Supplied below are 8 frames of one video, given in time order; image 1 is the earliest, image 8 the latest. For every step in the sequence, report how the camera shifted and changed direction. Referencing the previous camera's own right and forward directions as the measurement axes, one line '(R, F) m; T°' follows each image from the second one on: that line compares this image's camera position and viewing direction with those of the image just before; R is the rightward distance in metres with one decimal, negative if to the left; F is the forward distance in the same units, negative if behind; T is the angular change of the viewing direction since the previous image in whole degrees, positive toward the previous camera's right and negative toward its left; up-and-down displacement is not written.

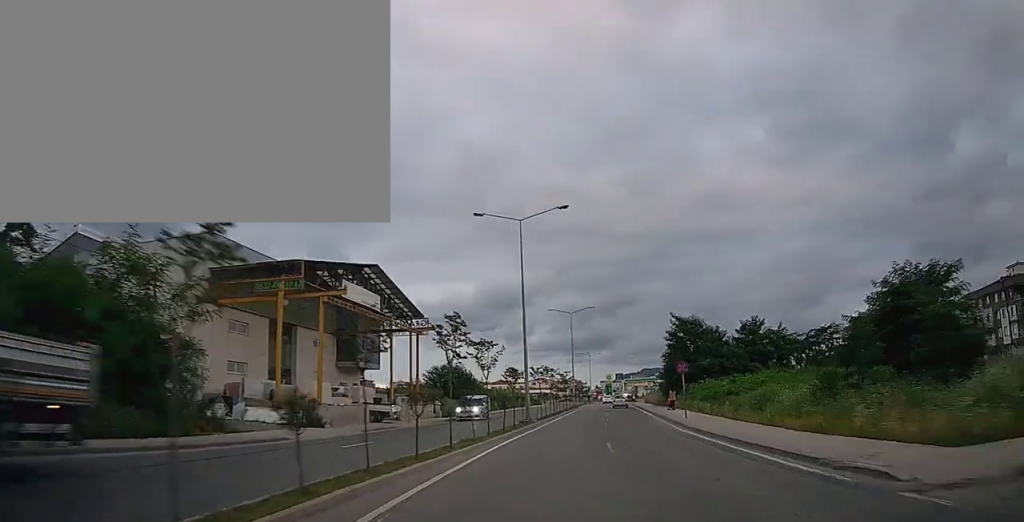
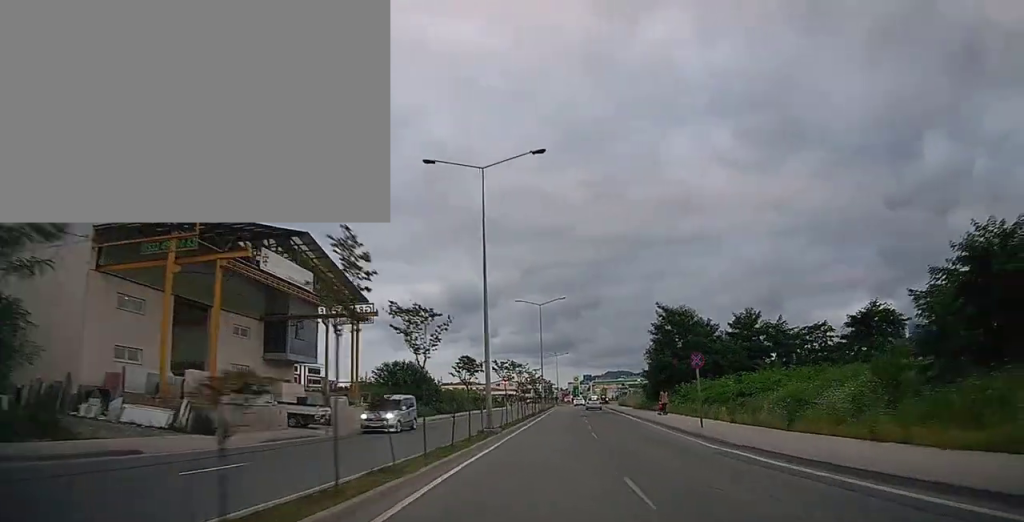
(-0.1, +7.8) m; +2°
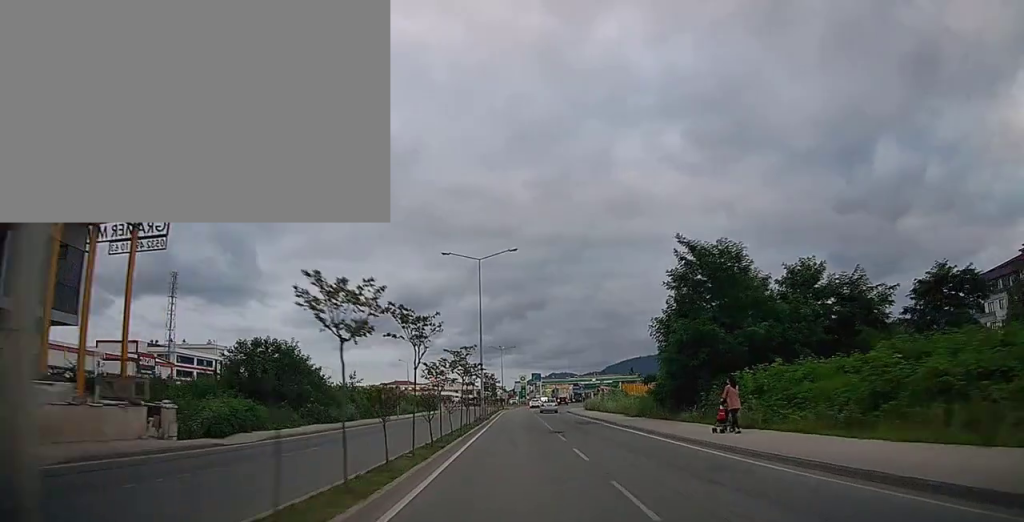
(+1.6, +19.4) m; +7°
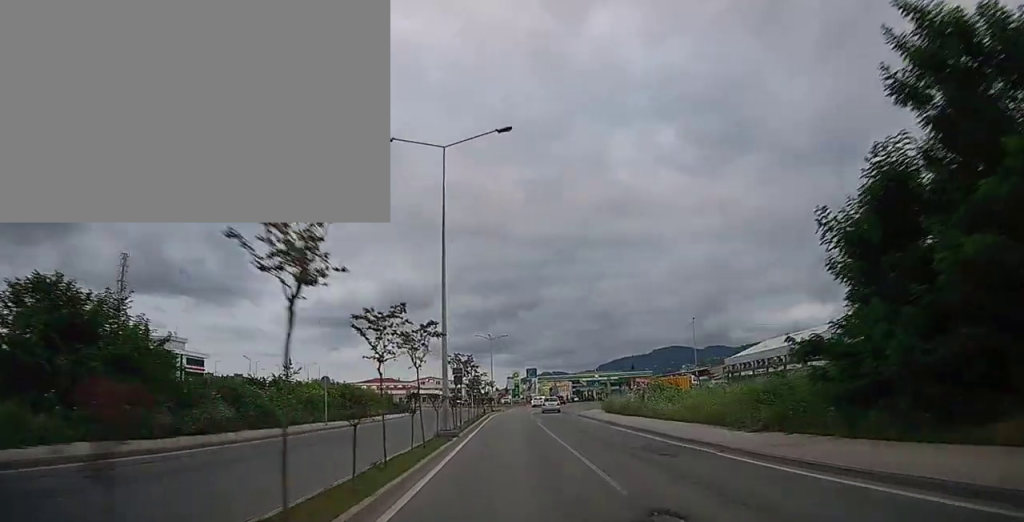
(+0.5, +17.4) m; +1°
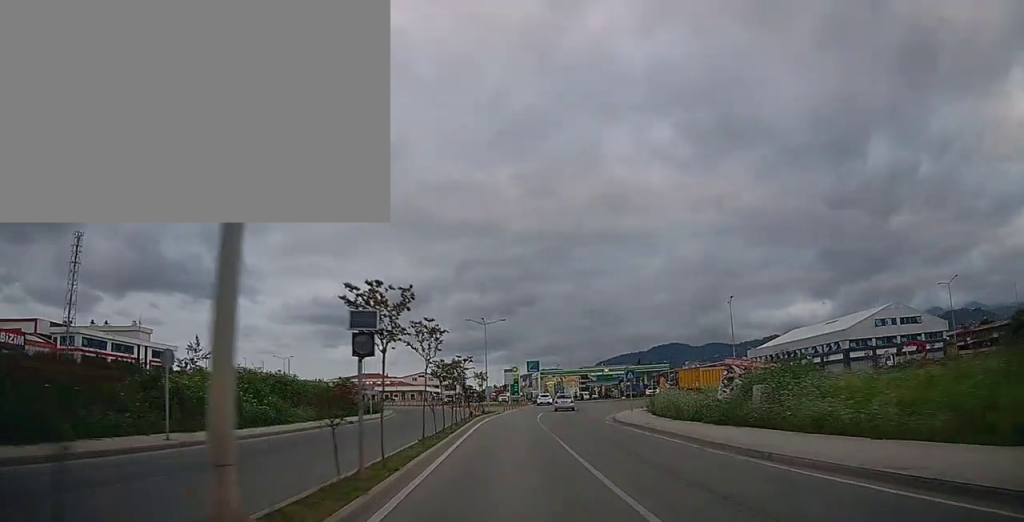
(0.0, +15.5) m; 0°
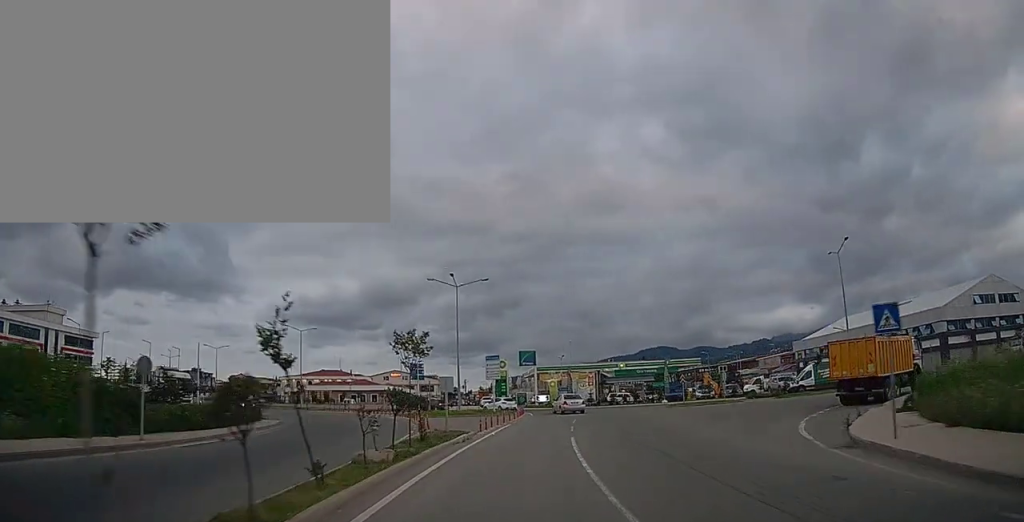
(+0.5, +27.9) m; +2°
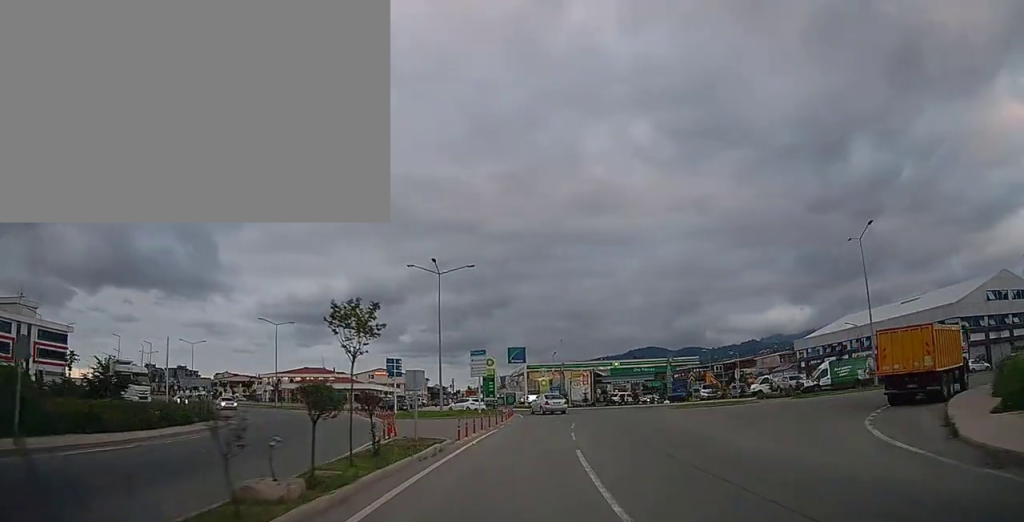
(0.0, +5.0) m; 0°
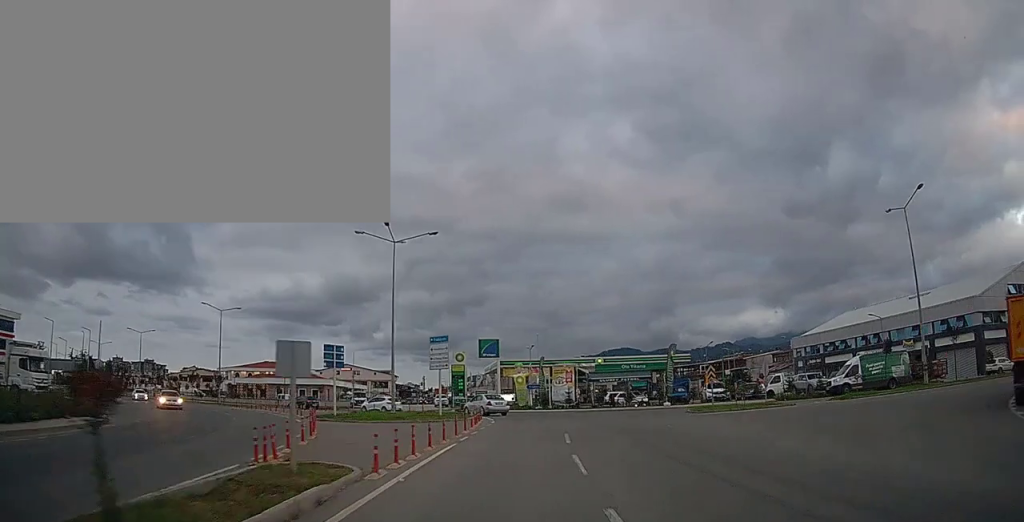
(0.0, +8.5) m; +2°
